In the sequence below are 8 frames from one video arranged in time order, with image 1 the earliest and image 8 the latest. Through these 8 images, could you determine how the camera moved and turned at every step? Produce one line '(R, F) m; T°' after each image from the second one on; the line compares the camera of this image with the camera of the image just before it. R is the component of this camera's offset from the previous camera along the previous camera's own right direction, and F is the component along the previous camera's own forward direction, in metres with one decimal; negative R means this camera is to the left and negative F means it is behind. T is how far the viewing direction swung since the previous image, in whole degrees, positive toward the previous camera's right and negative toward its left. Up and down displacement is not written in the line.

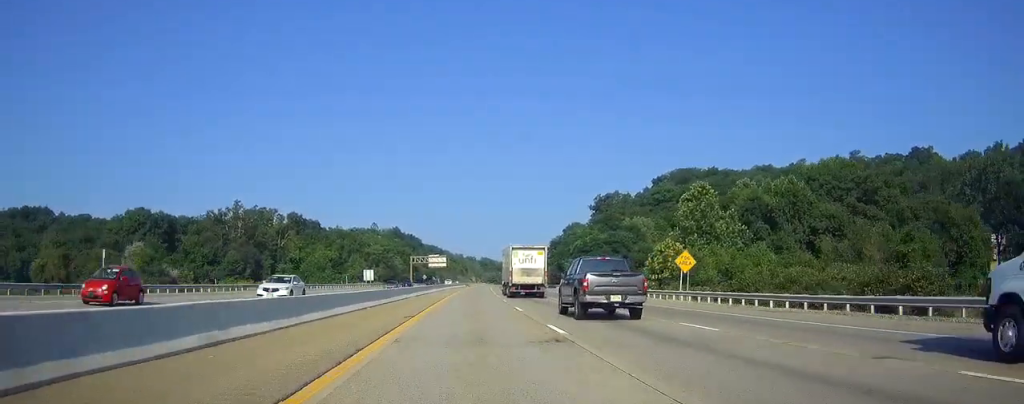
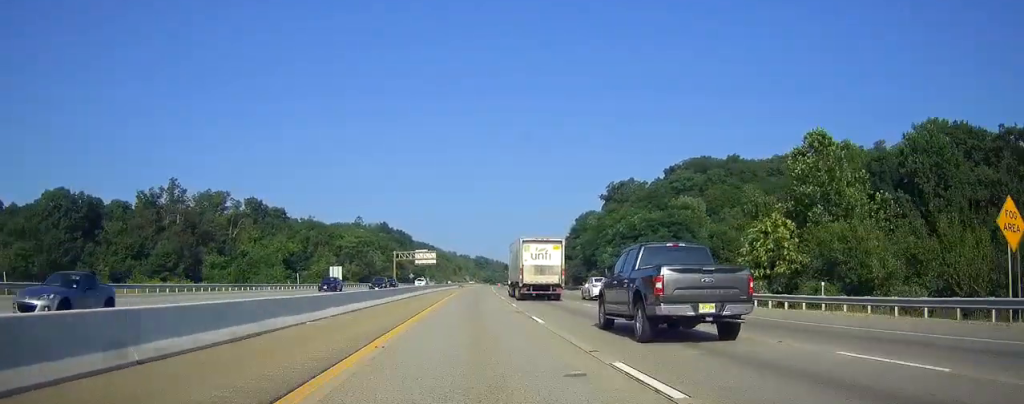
(+0.1, +34.4) m; +1°
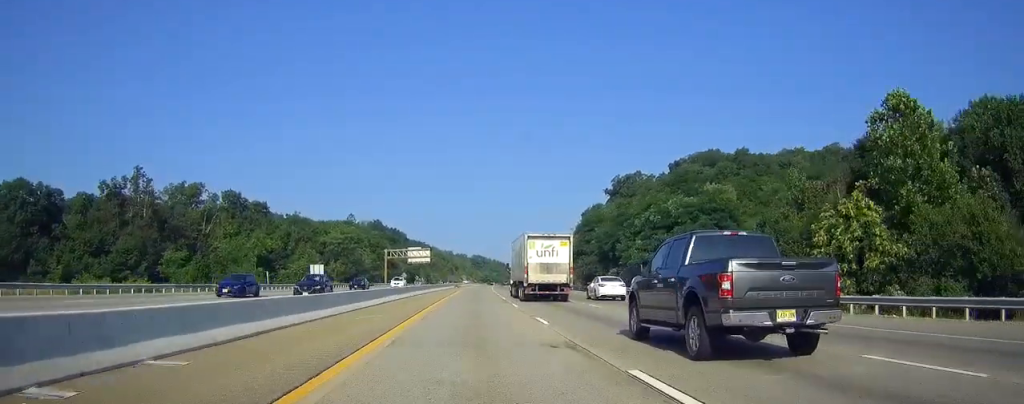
(0.0, +14.0) m; +1°
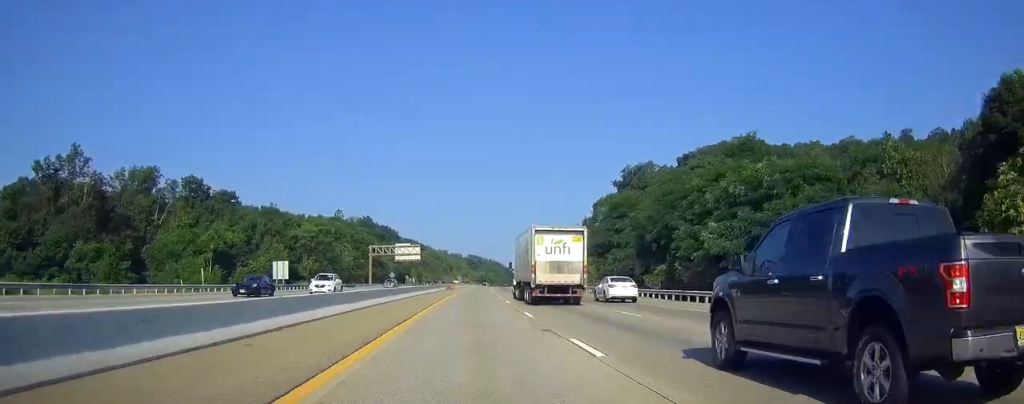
(+0.2, +20.4) m; +1°
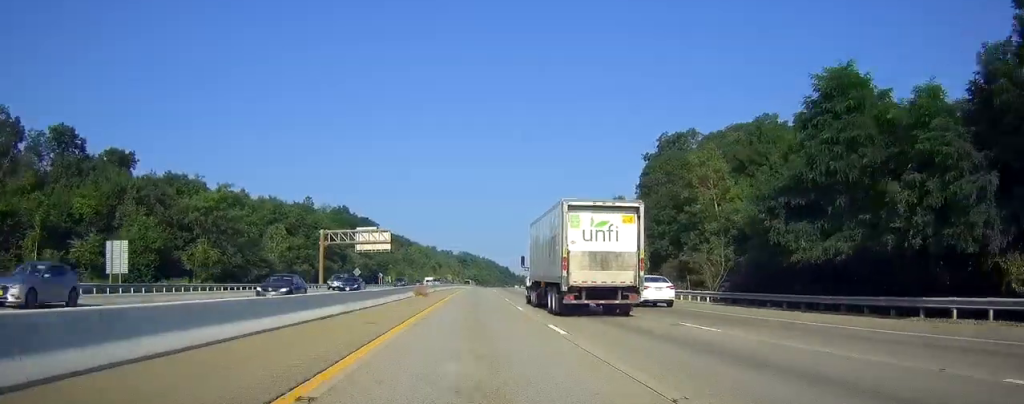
(+0.5, +45.9) m; +1°
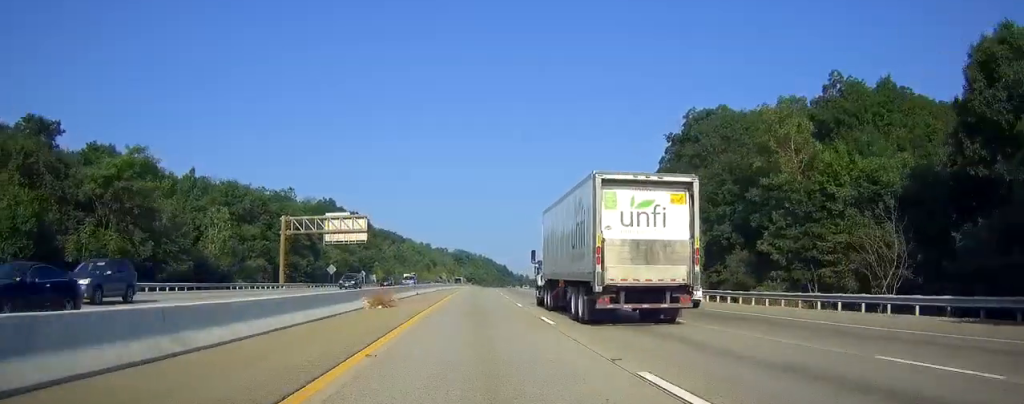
(+0.1, +22.3) m; 0°
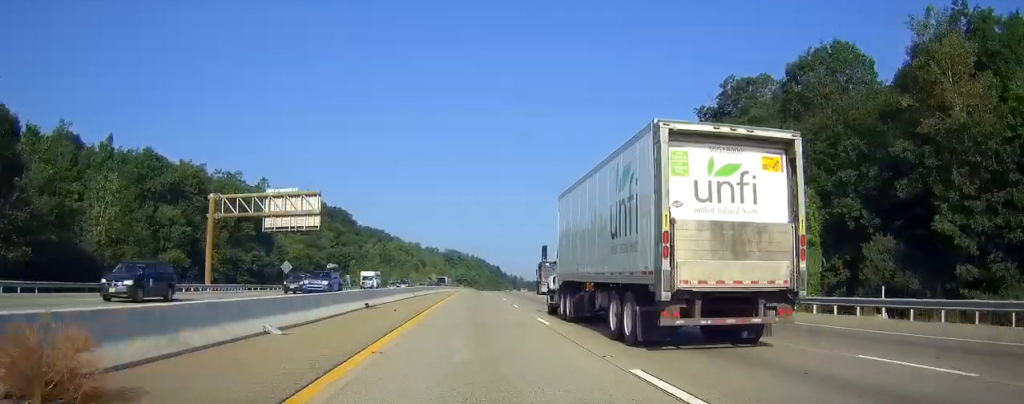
(+0.1, +24.5) m; 0°
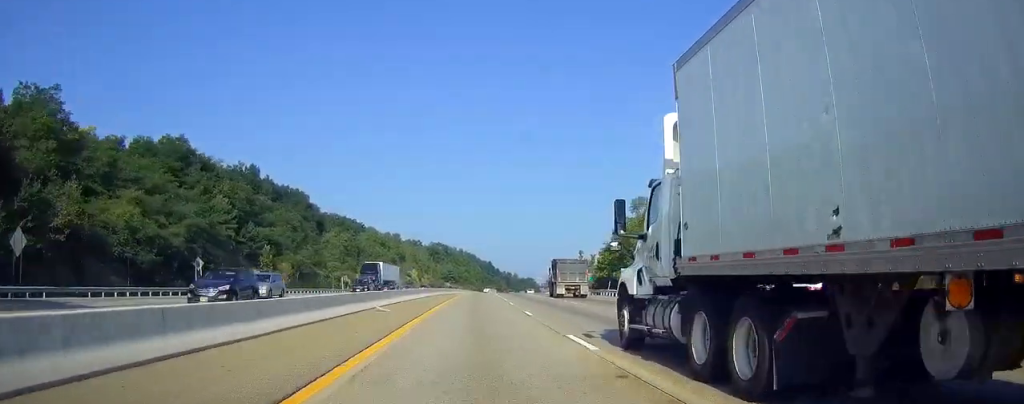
(+0.6, +57.4) m; +3°
